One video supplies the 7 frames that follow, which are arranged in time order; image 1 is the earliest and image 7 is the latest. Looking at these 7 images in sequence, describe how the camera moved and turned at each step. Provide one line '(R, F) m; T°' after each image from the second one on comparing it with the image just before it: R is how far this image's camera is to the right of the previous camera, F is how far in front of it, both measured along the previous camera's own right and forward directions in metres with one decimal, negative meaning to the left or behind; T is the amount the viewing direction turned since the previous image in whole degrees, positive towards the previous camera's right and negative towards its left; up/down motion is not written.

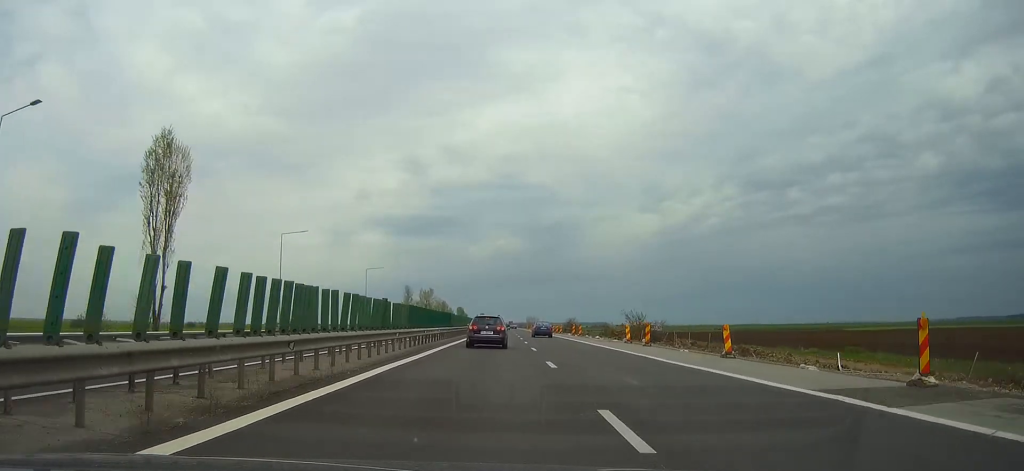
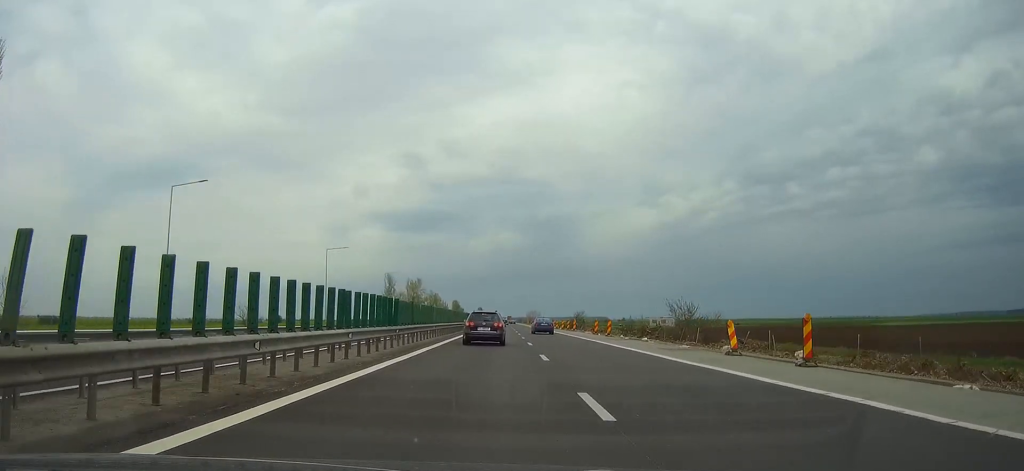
(0.0, +22.4) m; 0°
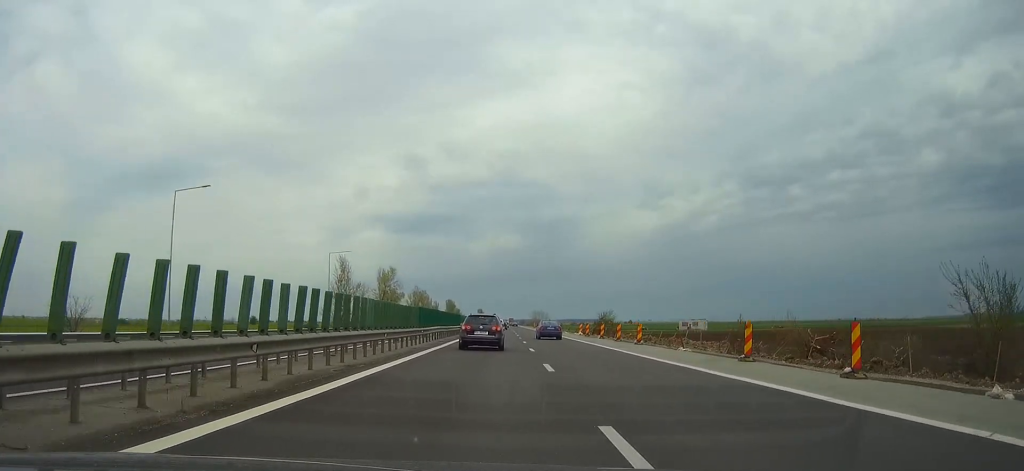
(0.0, +39.5) m; 0°
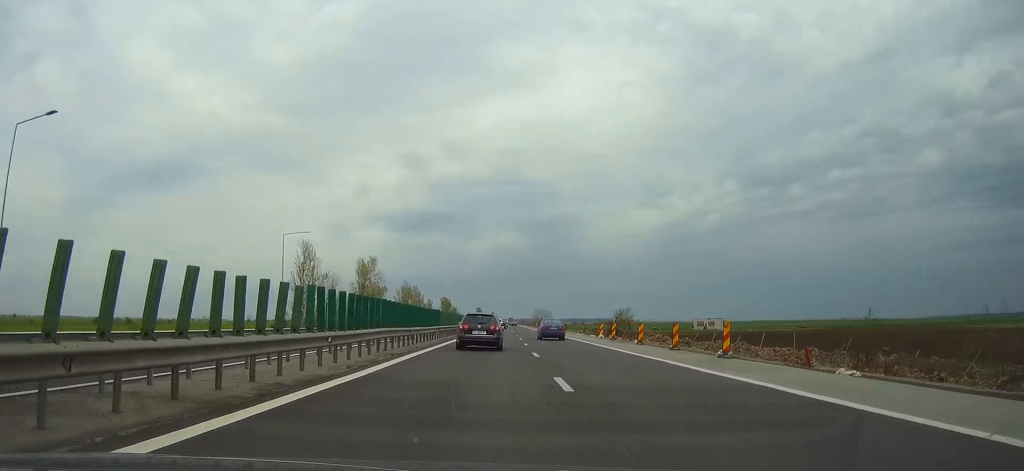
(0.0, +17.2) m; 0°
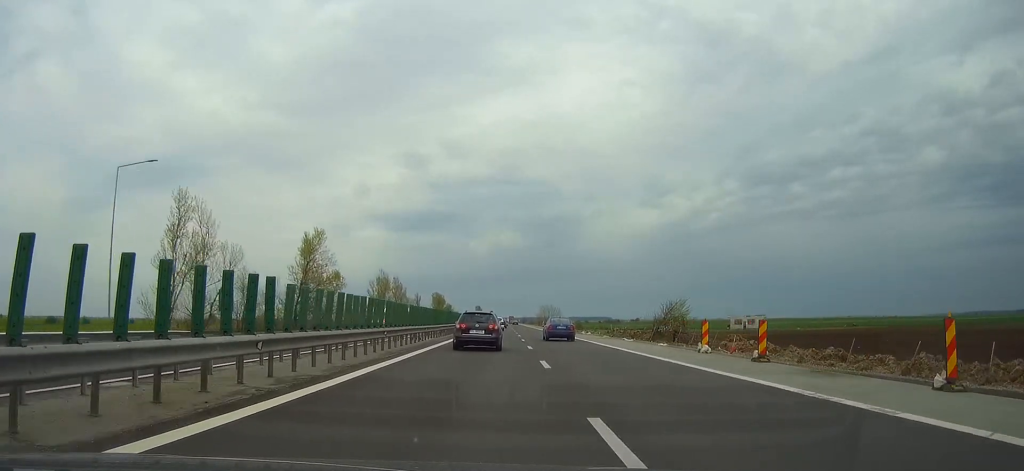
(0.0, +30.7) m; 0°
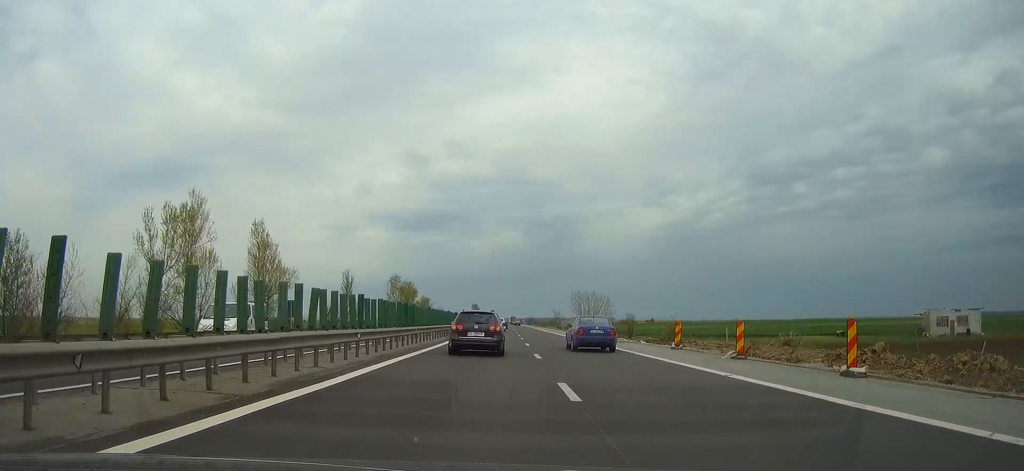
(-0.1, +79.8) m; 0°
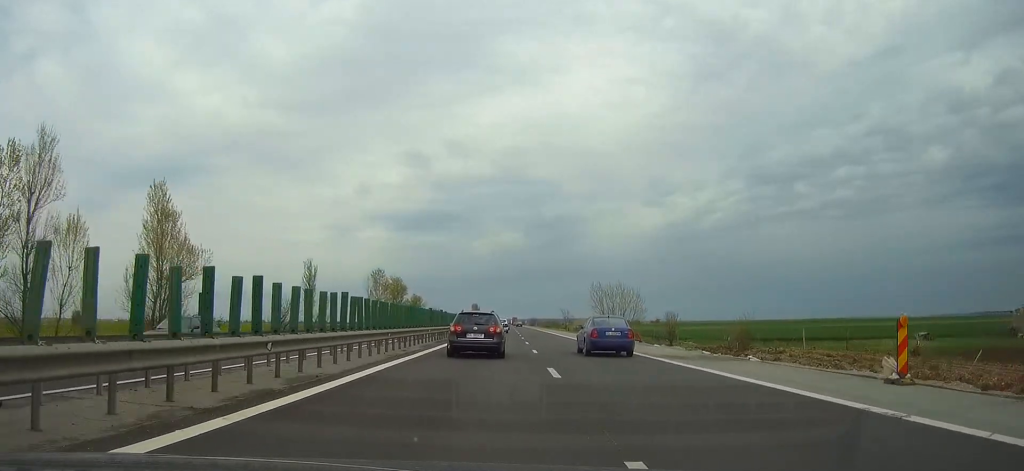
(0.0, +19.5) m; 0°
